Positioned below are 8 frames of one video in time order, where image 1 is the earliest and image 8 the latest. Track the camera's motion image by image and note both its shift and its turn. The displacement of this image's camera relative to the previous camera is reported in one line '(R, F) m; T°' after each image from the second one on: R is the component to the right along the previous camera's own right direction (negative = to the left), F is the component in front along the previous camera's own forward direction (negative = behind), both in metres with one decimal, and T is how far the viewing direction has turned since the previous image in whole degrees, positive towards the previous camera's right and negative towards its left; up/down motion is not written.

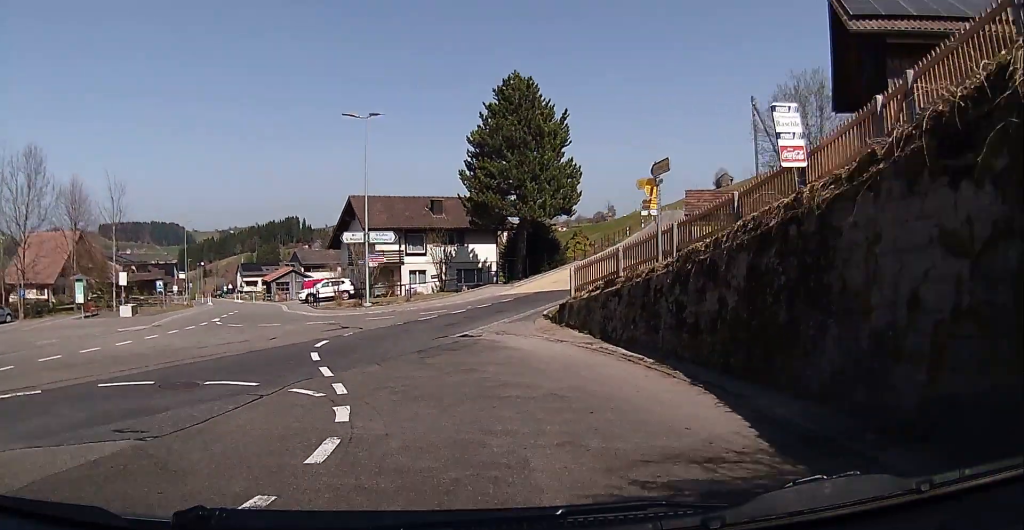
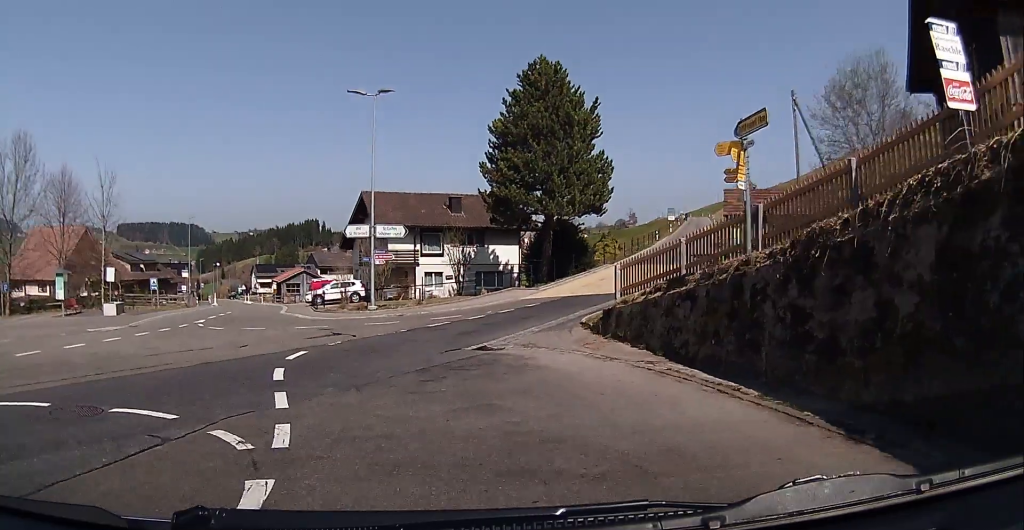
(+0.3, +4.5) m; +2°
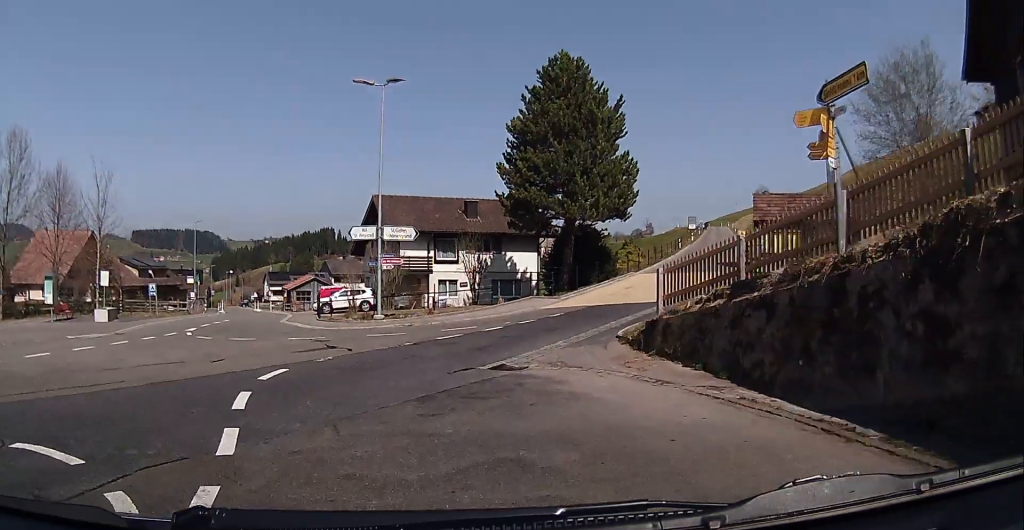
(+0.3, +3.2) m; 0°
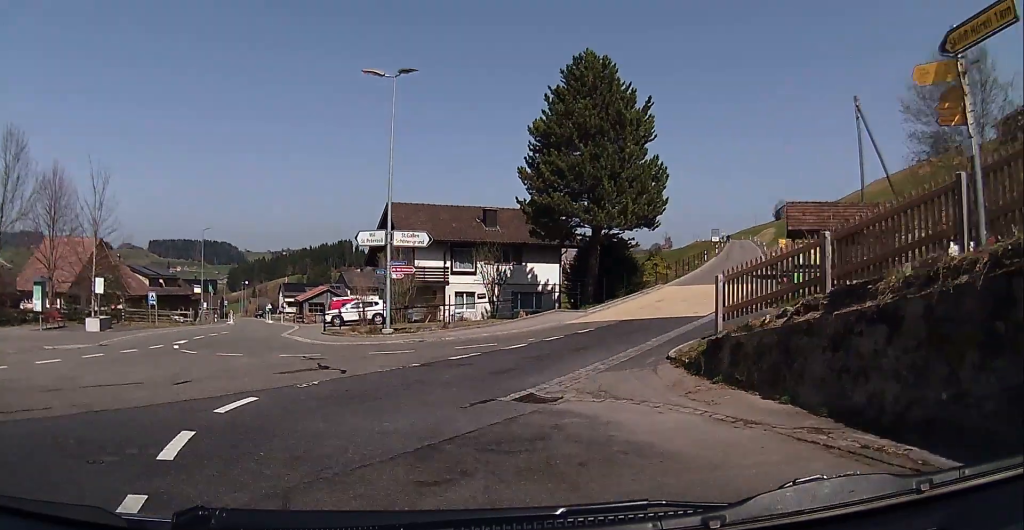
(-0.2, +3.1) m; -1°
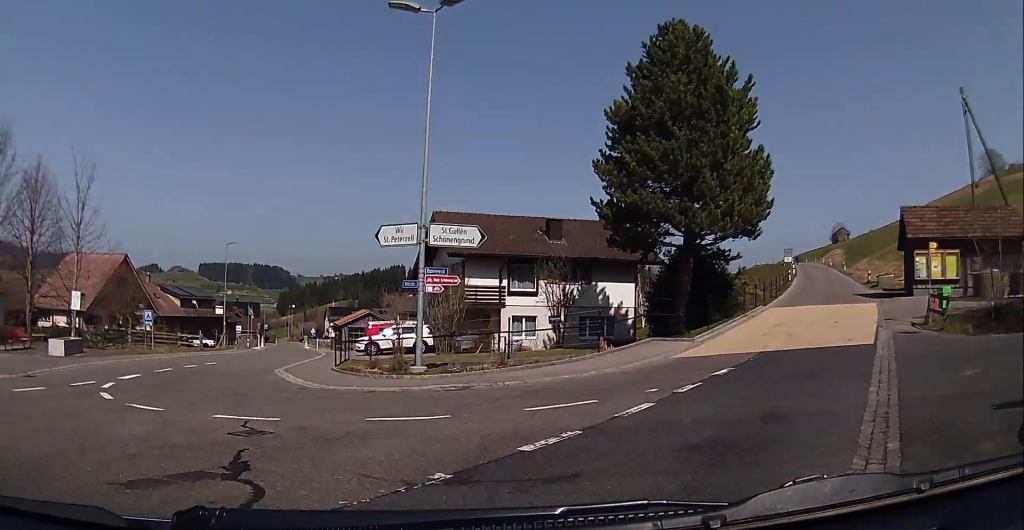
(-0.1, +8.0) m; +3°
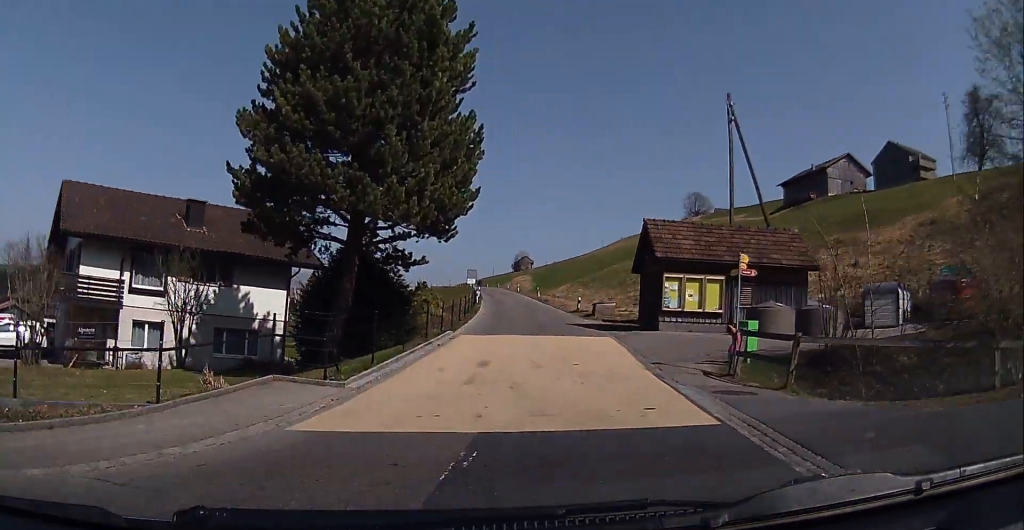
(+0.8, +7.6) m; +11°
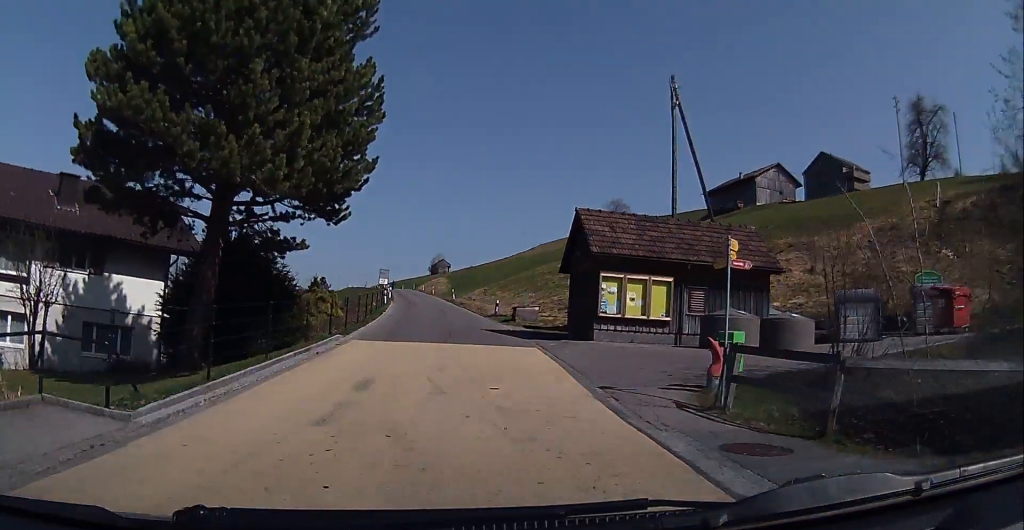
(+0.4, +3.5) m; +2°
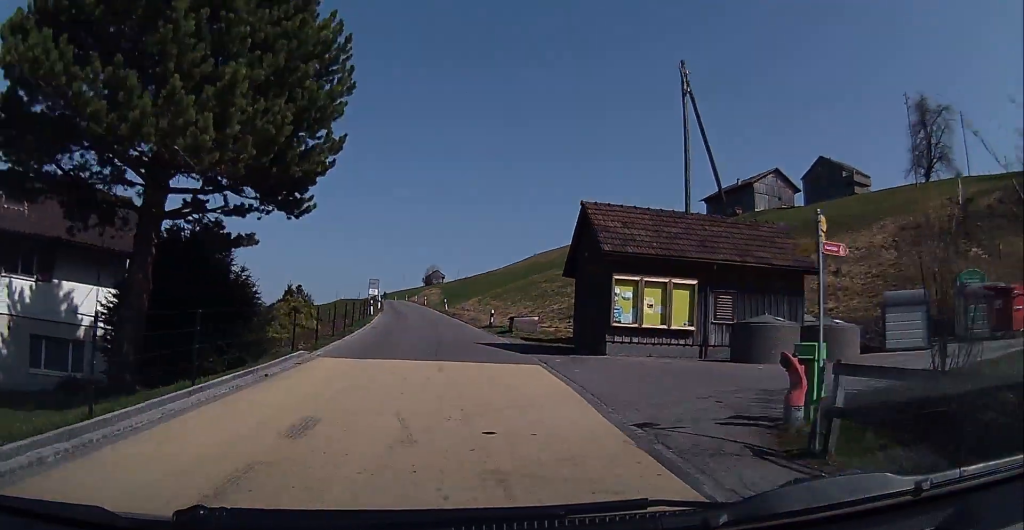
(-0.1, +2.8) m; 0°
